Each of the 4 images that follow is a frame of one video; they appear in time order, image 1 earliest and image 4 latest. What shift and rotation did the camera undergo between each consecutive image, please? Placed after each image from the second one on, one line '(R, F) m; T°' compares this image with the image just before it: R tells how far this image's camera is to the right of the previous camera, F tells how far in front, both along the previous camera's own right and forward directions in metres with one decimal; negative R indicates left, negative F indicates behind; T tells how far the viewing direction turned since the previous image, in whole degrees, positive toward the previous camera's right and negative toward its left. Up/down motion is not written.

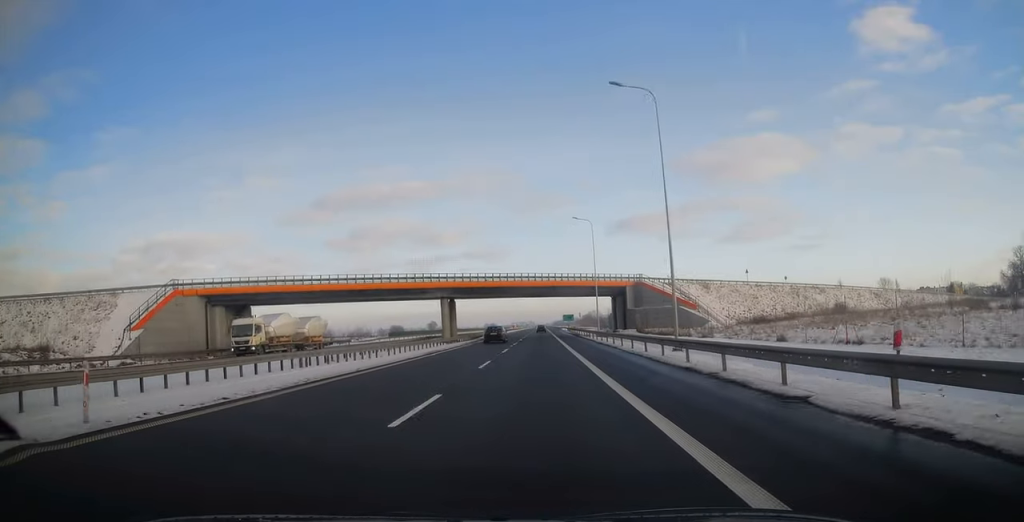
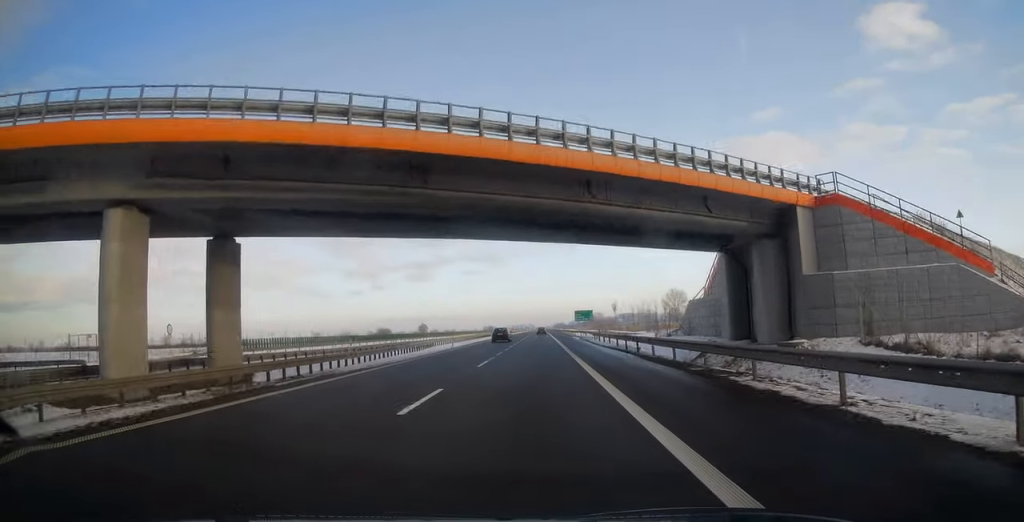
(+0.4, +58.5) m; 0°
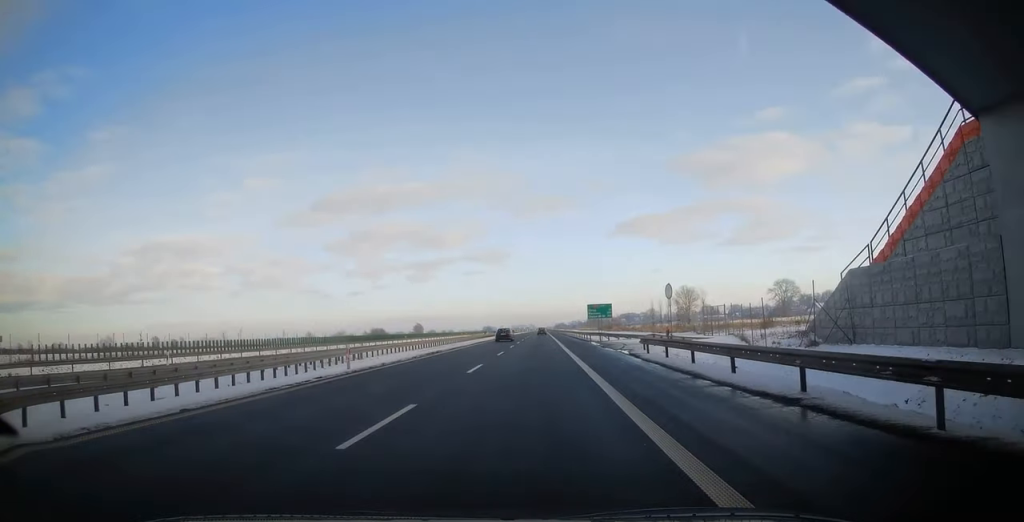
(-0.1, +26.5) m; 0°
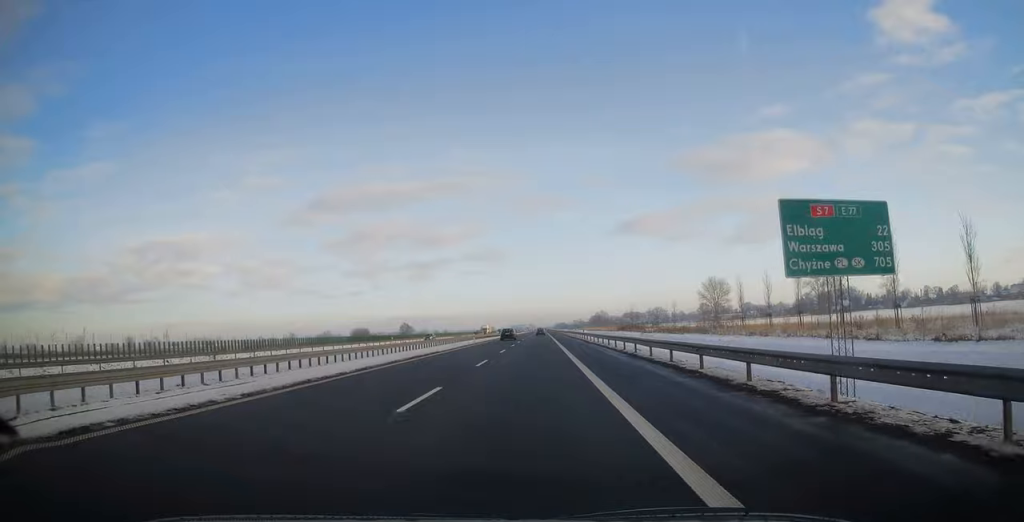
(+0.1, +56.8) m; 0°
